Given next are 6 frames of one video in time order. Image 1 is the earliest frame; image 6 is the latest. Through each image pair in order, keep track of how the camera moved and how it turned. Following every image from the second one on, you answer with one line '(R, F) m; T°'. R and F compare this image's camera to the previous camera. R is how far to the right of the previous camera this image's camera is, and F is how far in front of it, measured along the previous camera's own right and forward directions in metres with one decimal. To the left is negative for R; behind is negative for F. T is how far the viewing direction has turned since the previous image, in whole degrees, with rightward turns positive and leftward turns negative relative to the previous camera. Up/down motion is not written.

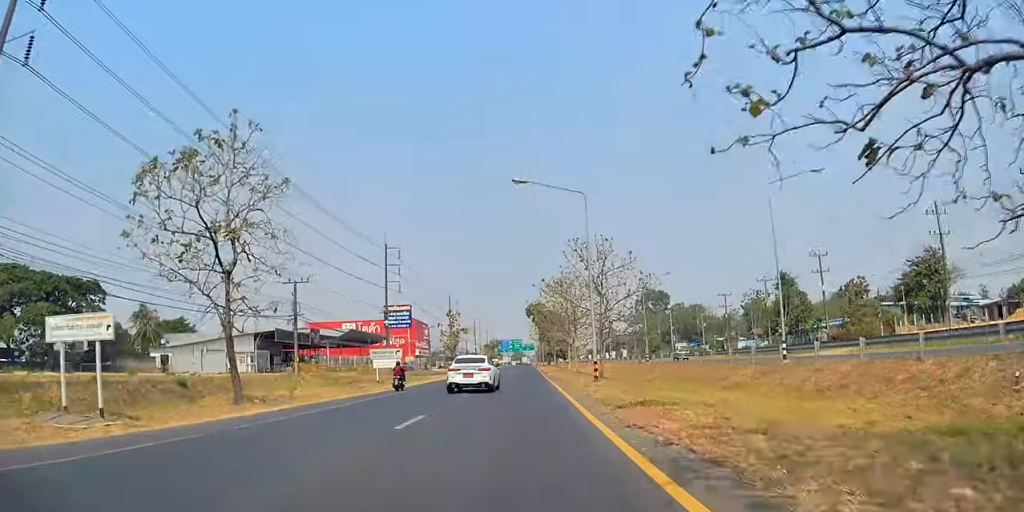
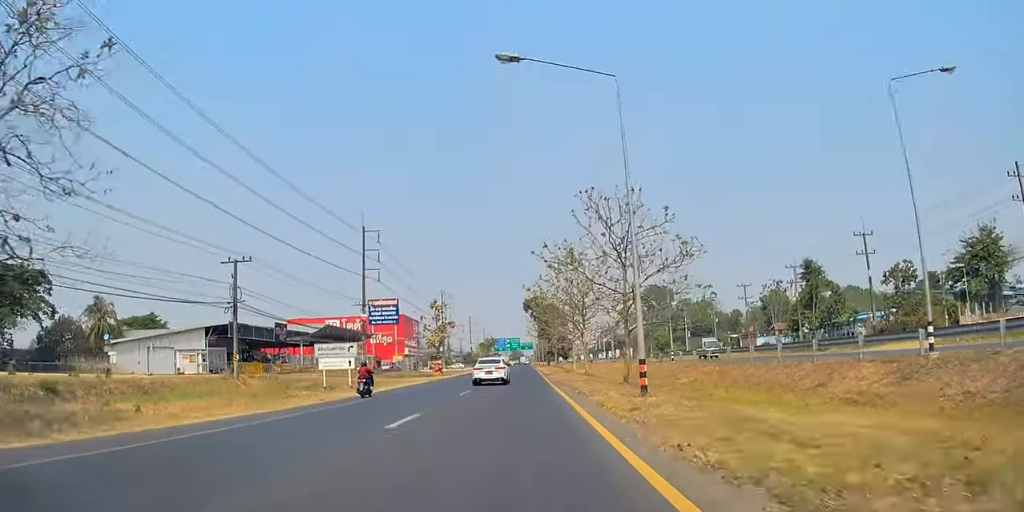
(-0.2, +12.6) m; 0°
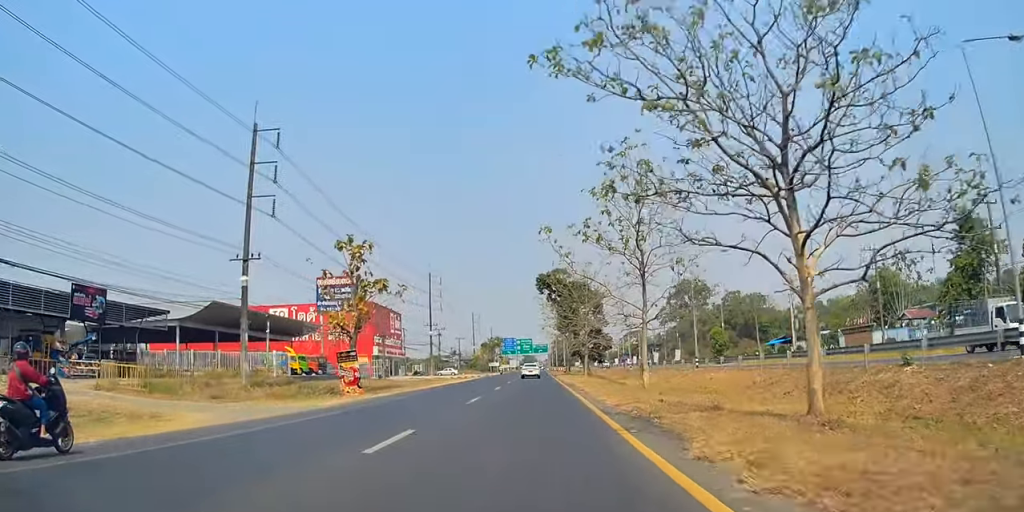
(-0.2, +39.4) m; -1°
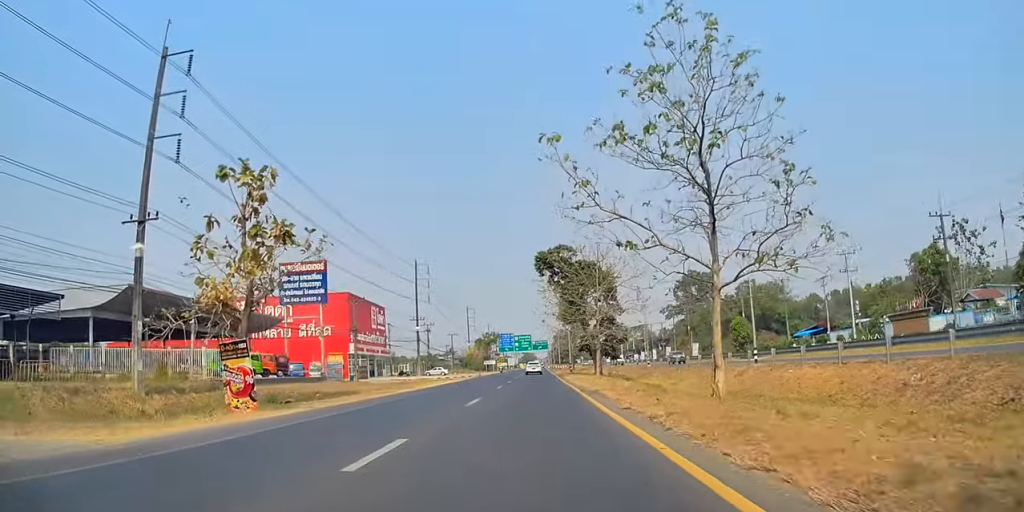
(+0.1, +14.2) m; 0°
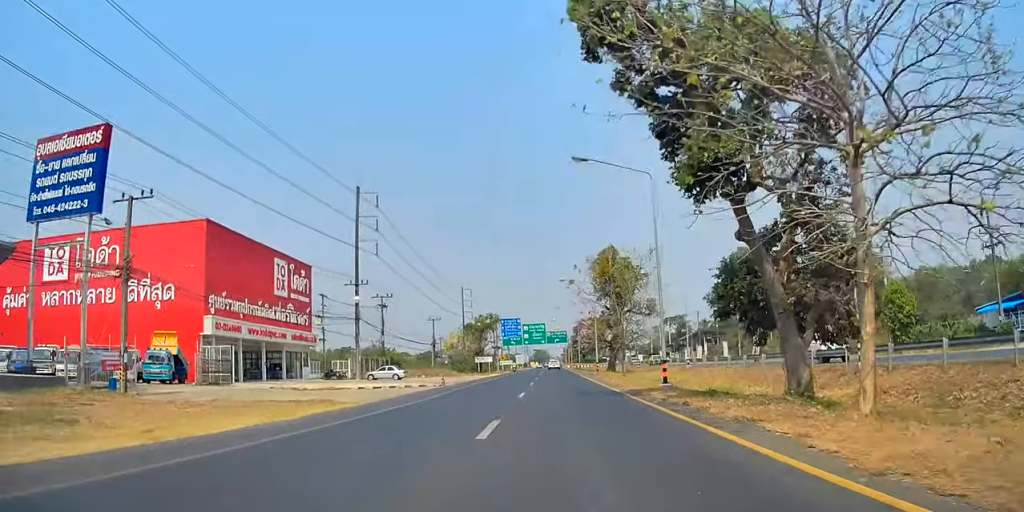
(0.0, +46.6) m; +1°
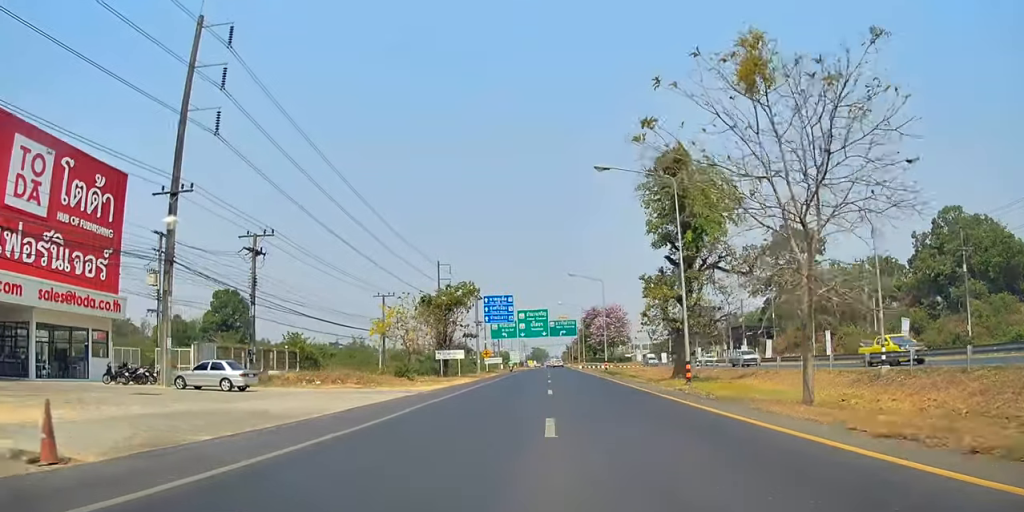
(+0.5, +37.5) m; 0°
